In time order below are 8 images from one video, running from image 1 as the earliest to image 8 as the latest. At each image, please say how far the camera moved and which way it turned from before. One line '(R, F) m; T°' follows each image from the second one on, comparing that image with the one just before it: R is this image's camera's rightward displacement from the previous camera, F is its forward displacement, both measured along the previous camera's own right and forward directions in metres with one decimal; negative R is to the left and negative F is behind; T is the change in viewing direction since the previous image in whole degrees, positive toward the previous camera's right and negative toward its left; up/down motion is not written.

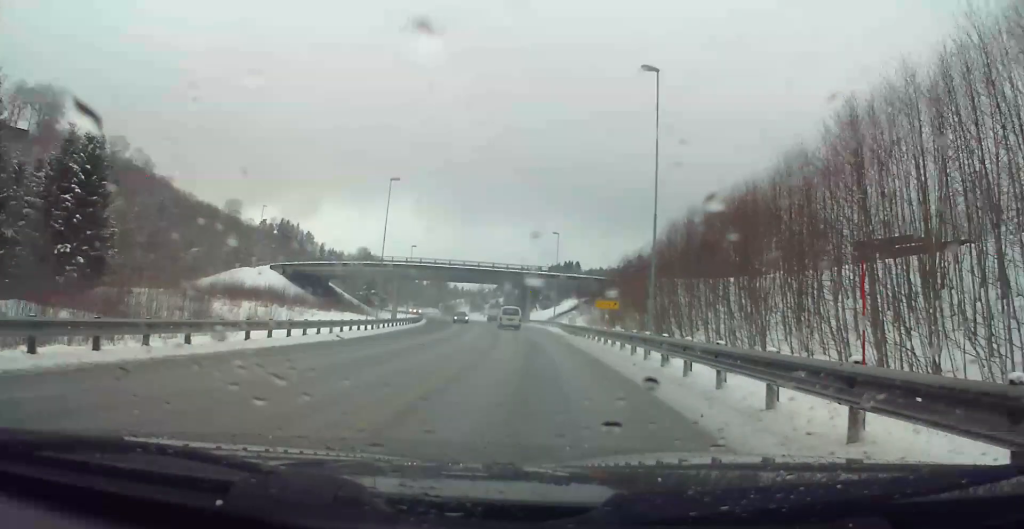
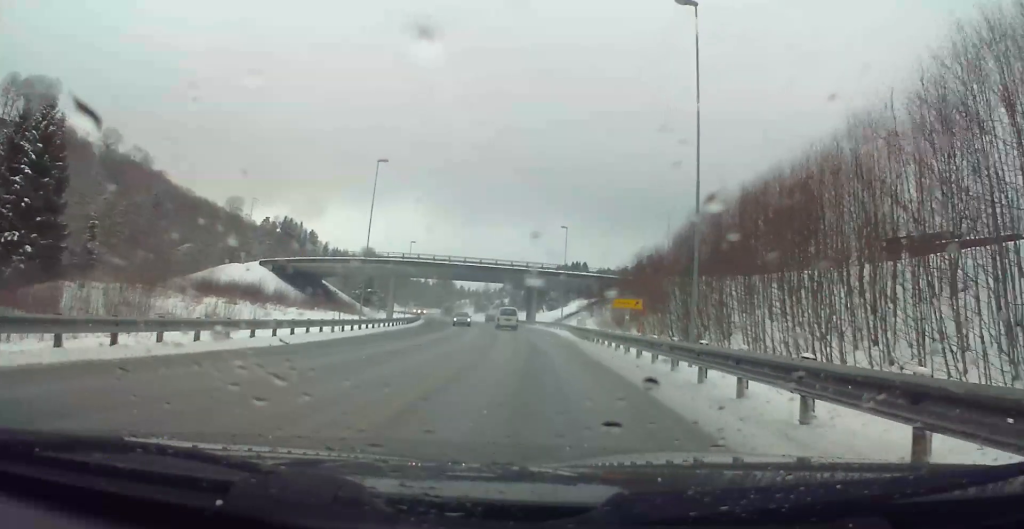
(0.0, +6.7) m; 0°
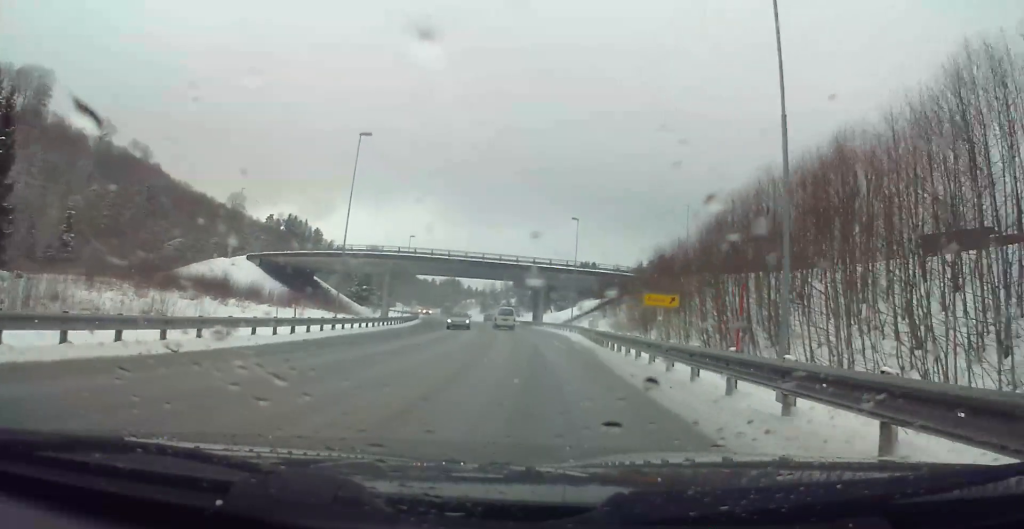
(0.0, +7.4) m; 0°
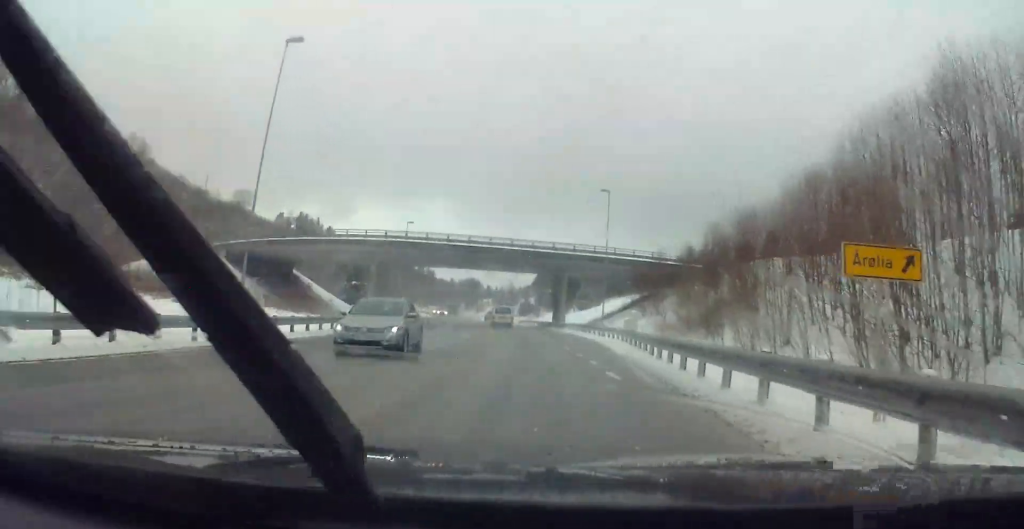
(0.0, +15.9) m; 0°
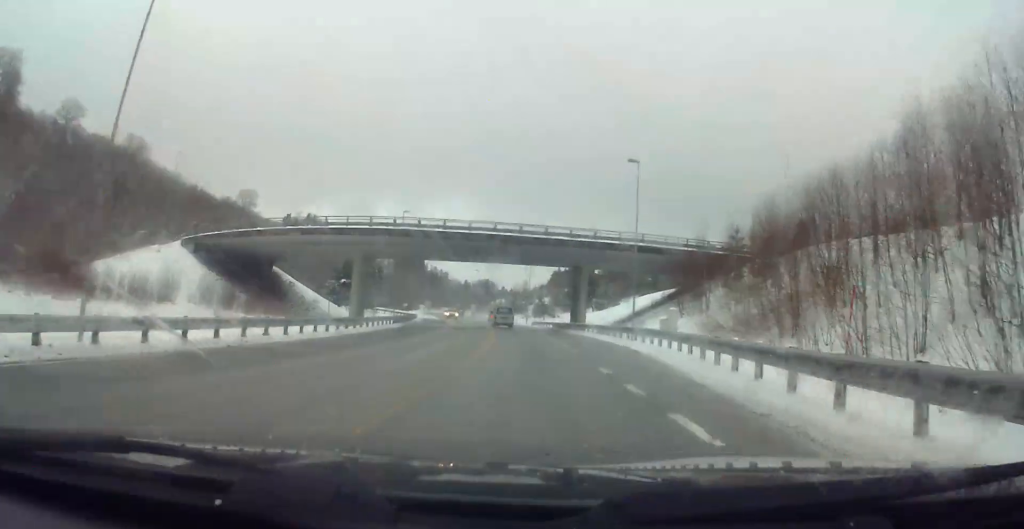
(0.0, +10.7) m; 0°
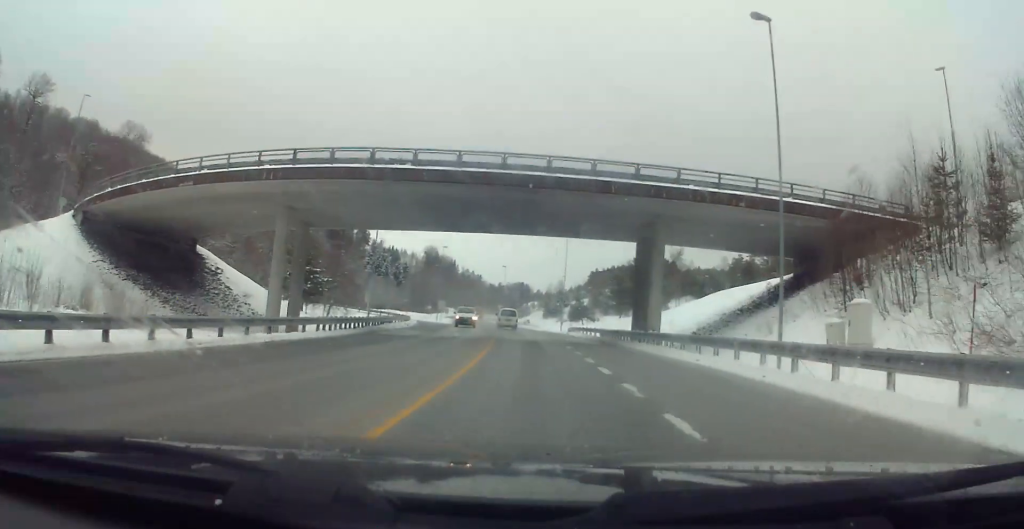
(0.0, +23.8) m; 0°
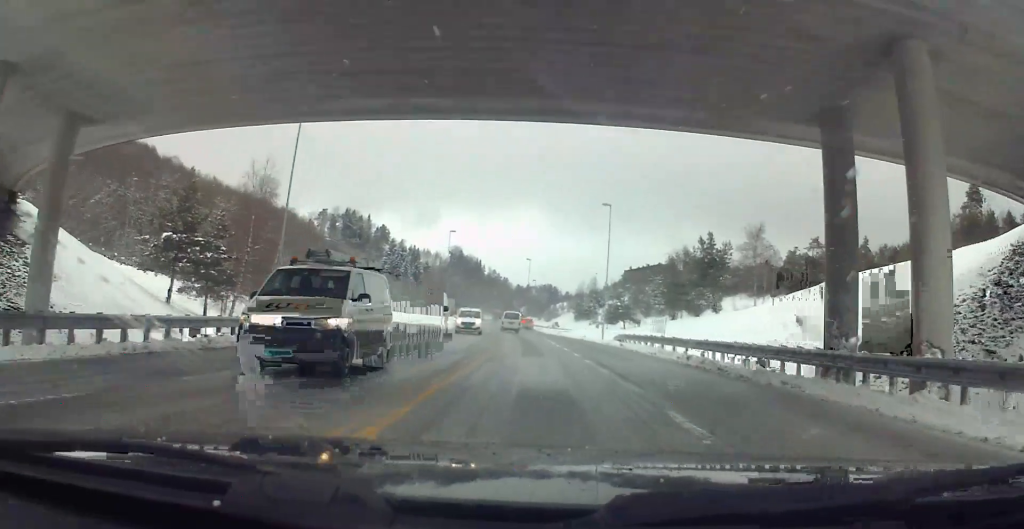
(-0.1, +23.4) m; -5°
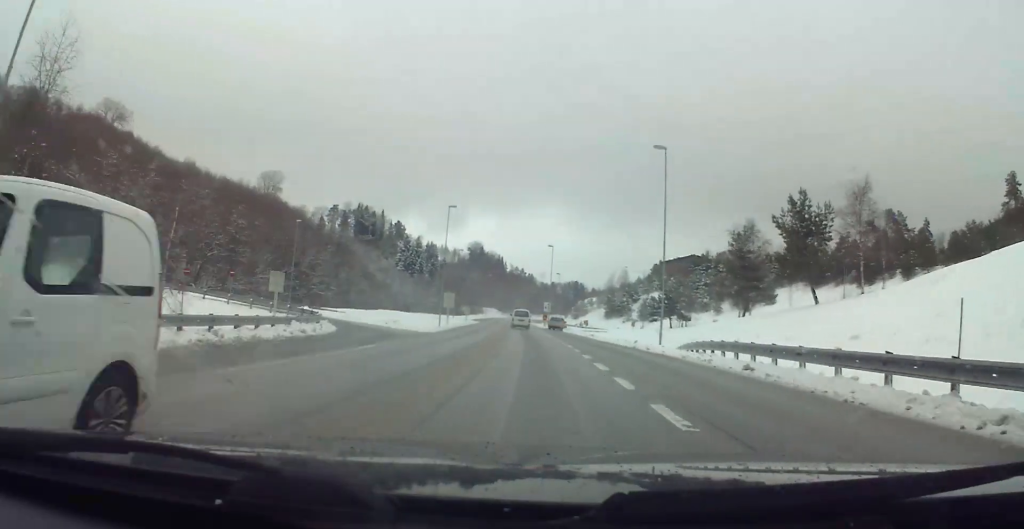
(-1.4, +19.0) m; -4°
